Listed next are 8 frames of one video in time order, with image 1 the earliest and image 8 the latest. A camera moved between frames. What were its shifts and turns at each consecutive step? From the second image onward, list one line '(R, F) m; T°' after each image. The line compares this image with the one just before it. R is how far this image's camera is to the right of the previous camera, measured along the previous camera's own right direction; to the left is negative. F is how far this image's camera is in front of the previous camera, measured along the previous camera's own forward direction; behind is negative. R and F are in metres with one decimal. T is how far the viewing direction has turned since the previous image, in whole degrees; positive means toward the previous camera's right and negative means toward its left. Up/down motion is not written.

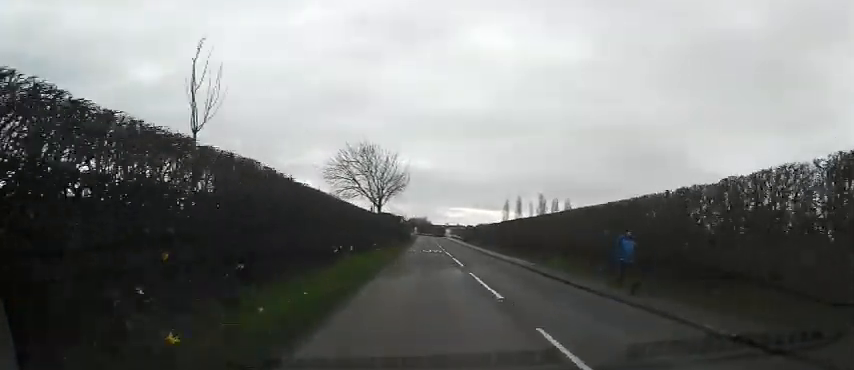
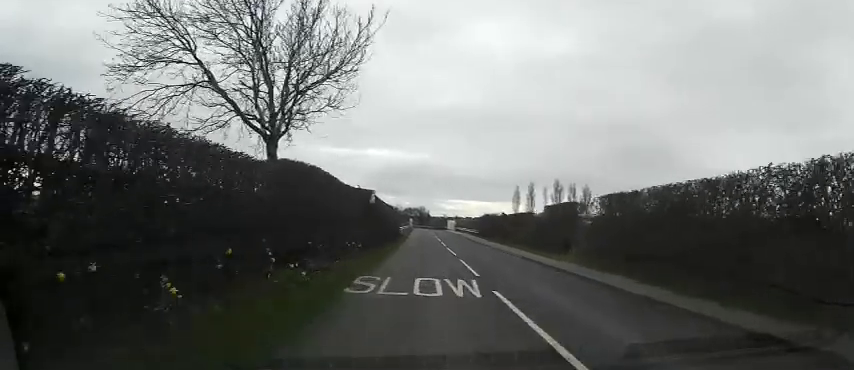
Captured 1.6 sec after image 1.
(+0.1, +25.9) m; 0°
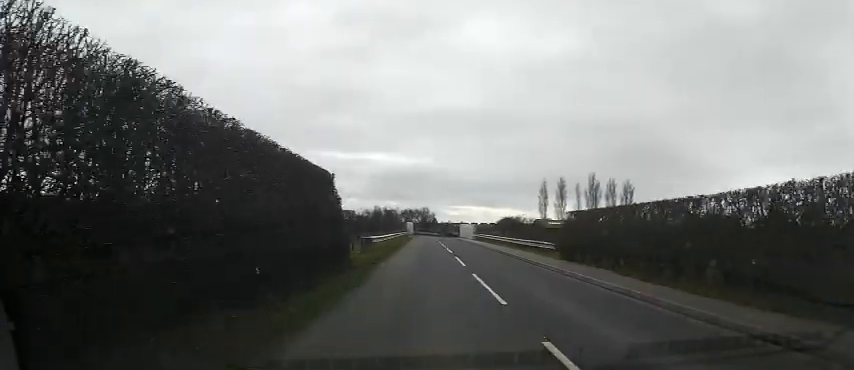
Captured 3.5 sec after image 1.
(-0.2, +31.3) m; -1°
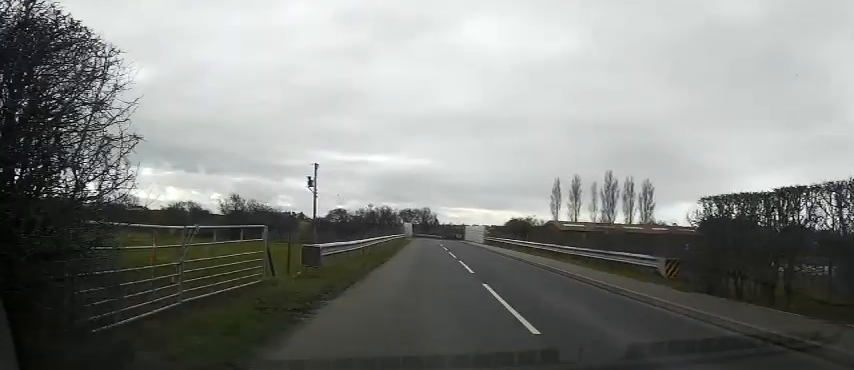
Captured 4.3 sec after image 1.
(0.0, +11.9) m; 0°
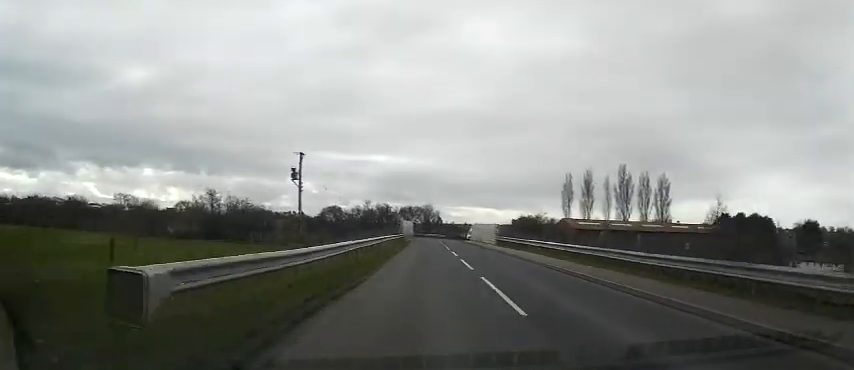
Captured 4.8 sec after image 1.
(0.0, +7.9) m; 0°
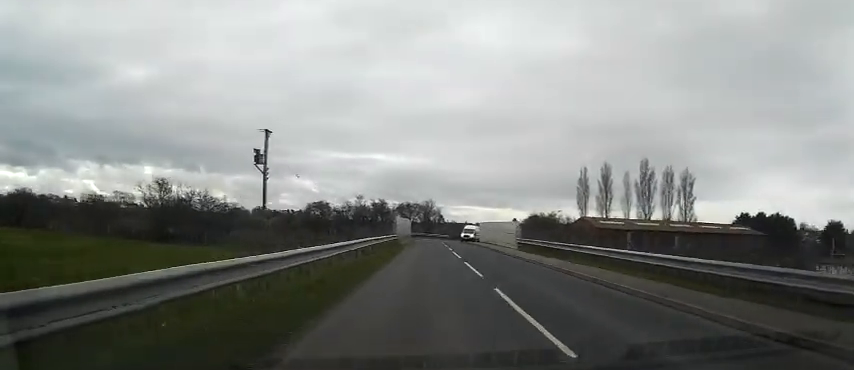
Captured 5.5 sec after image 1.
(+0.1, +11.1) m; 0°
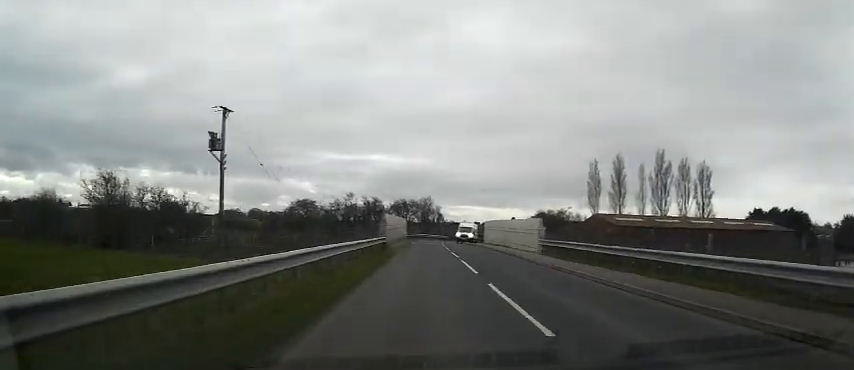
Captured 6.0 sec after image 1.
(0.0, +8.2) m; 0°
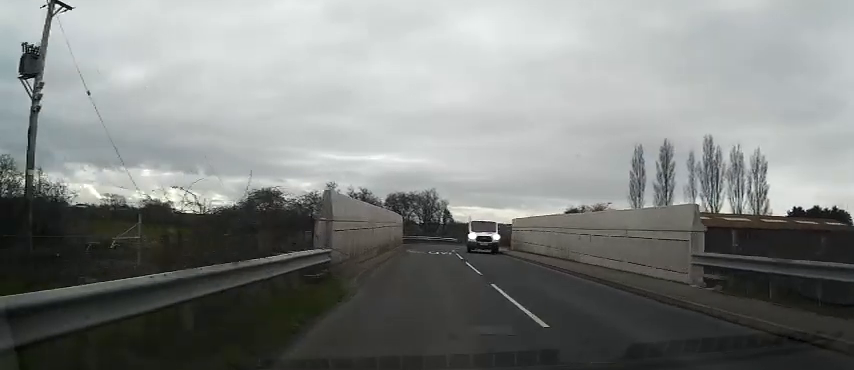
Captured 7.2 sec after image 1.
(0.0, +17.4) m; 0°
